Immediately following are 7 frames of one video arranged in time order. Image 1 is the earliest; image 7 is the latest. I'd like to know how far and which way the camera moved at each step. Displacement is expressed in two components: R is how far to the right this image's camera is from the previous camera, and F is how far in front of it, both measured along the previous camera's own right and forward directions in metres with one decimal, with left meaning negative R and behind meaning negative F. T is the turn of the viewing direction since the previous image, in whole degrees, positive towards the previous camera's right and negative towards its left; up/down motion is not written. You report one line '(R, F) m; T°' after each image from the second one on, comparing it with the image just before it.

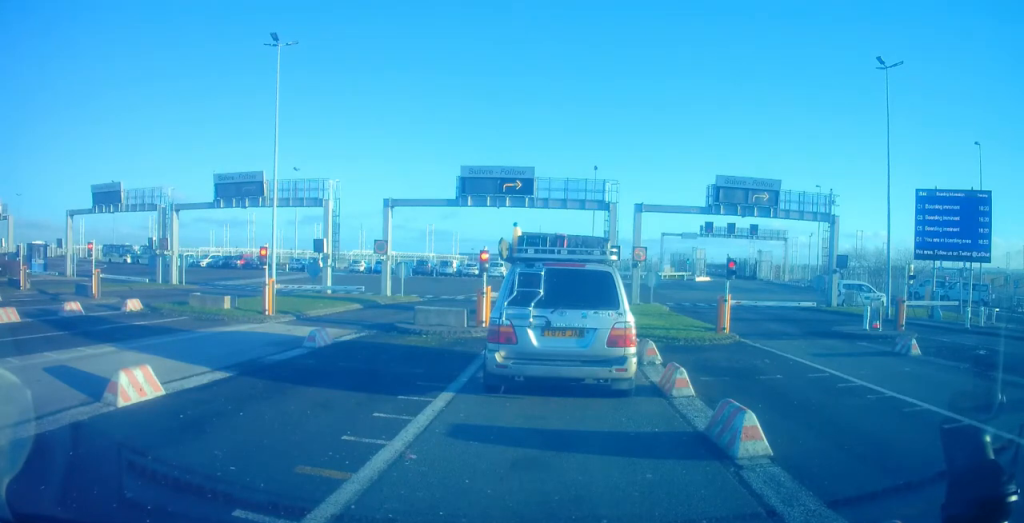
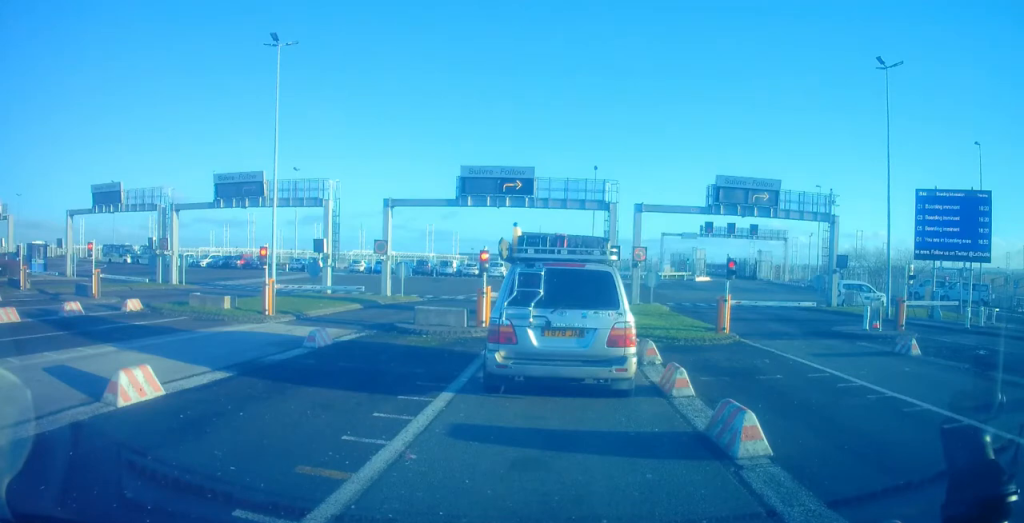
(0.0, 0.0) m; 0°
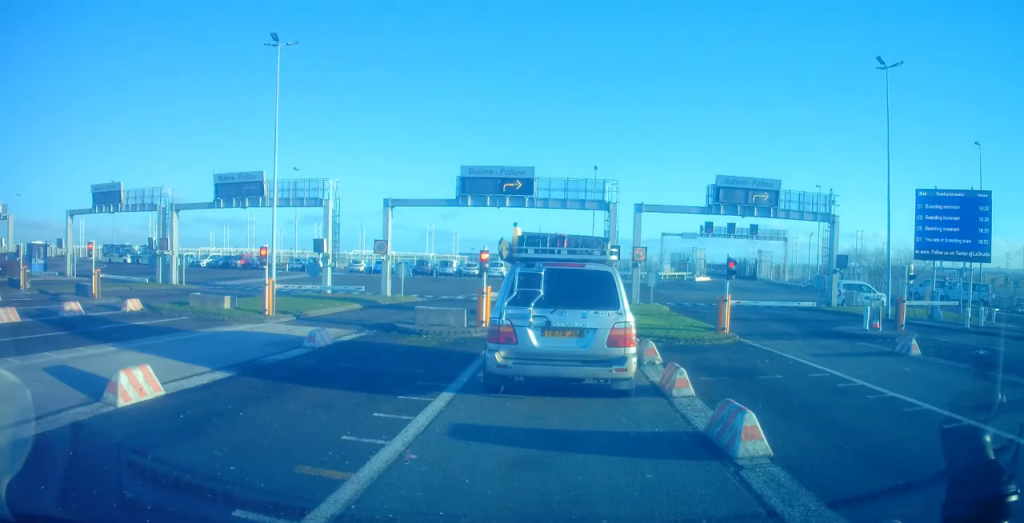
(0.0, 0.0) m; 0°
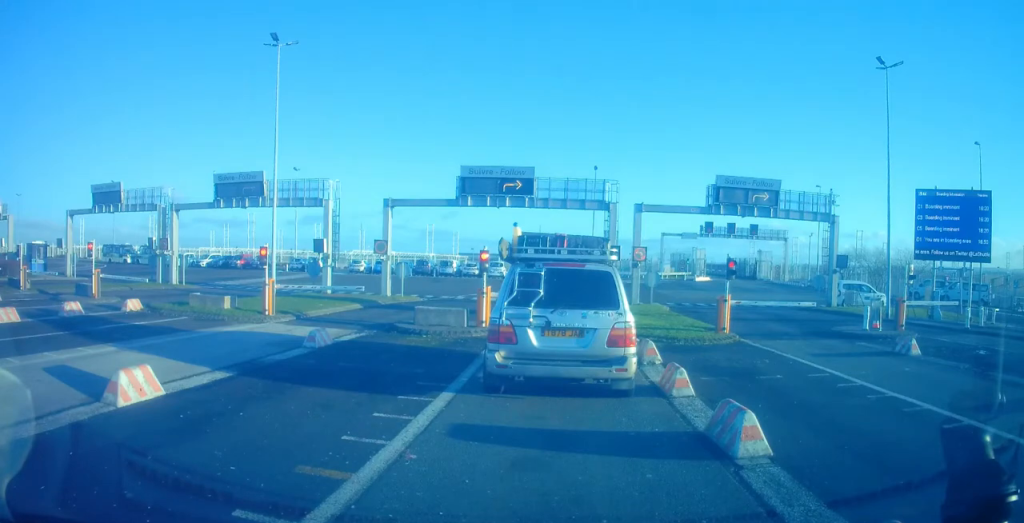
(0.0, 0.0) m; 0°
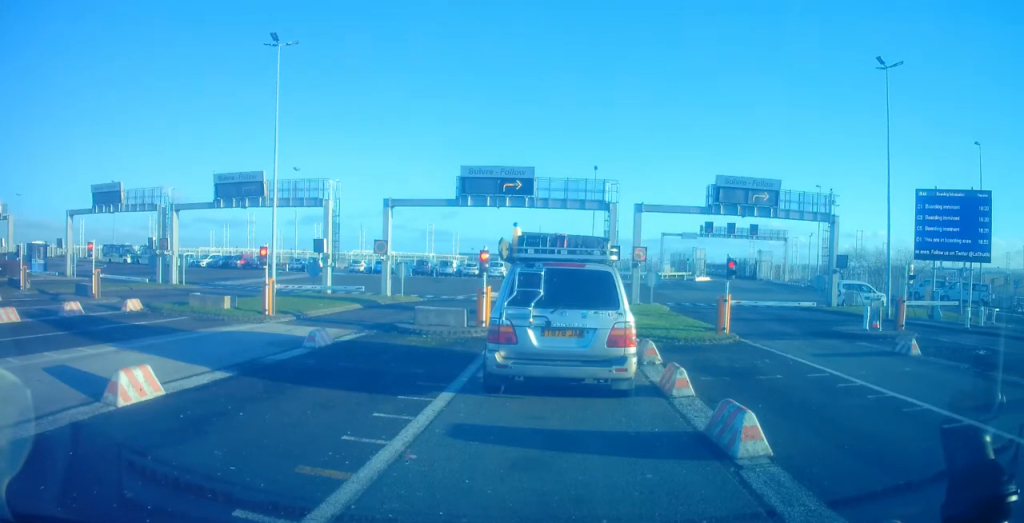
(0.0, 0.0) m; 0°
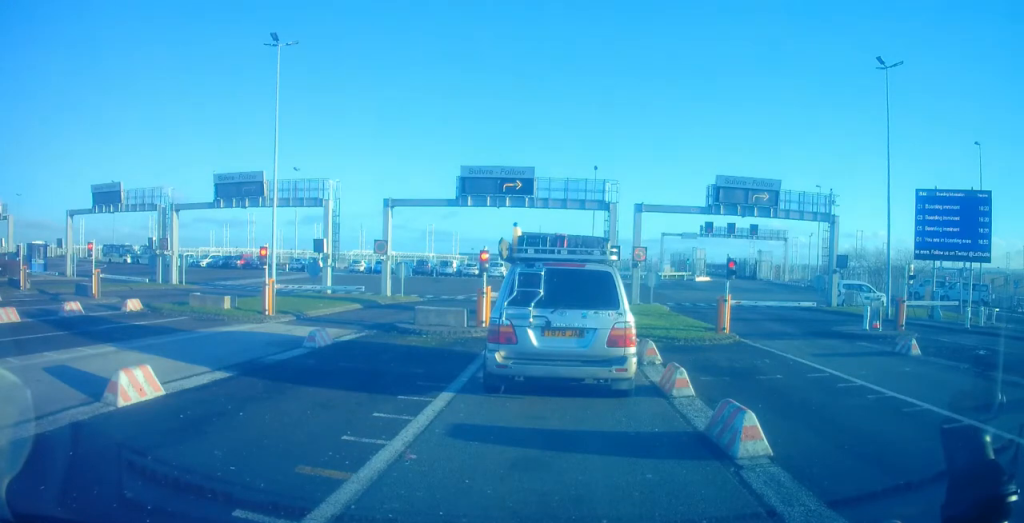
(0.0, 0.0) m; 0°
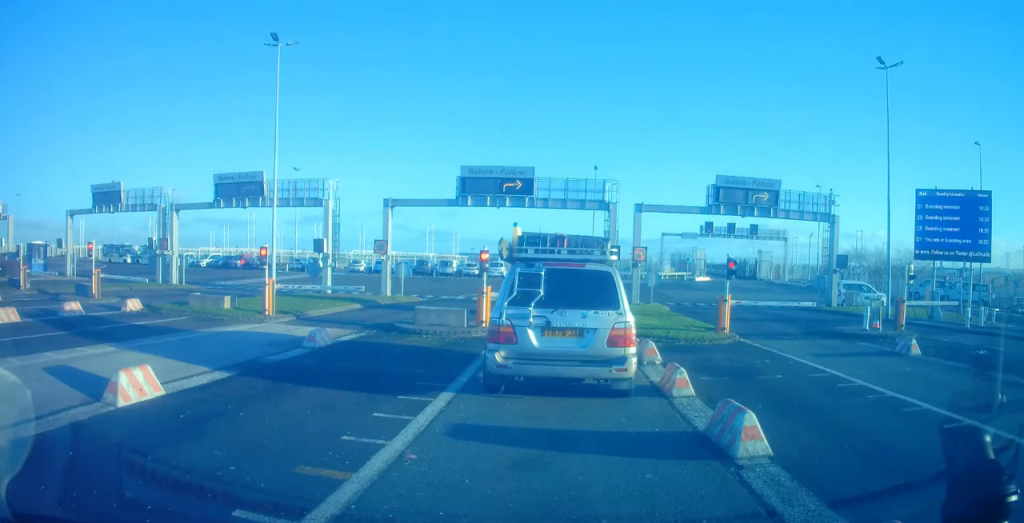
(0.0, 0.0) m; 0°
